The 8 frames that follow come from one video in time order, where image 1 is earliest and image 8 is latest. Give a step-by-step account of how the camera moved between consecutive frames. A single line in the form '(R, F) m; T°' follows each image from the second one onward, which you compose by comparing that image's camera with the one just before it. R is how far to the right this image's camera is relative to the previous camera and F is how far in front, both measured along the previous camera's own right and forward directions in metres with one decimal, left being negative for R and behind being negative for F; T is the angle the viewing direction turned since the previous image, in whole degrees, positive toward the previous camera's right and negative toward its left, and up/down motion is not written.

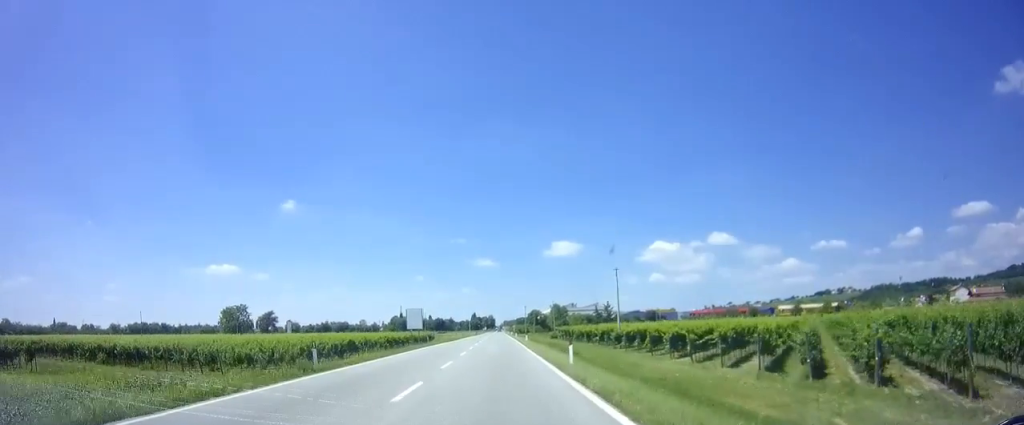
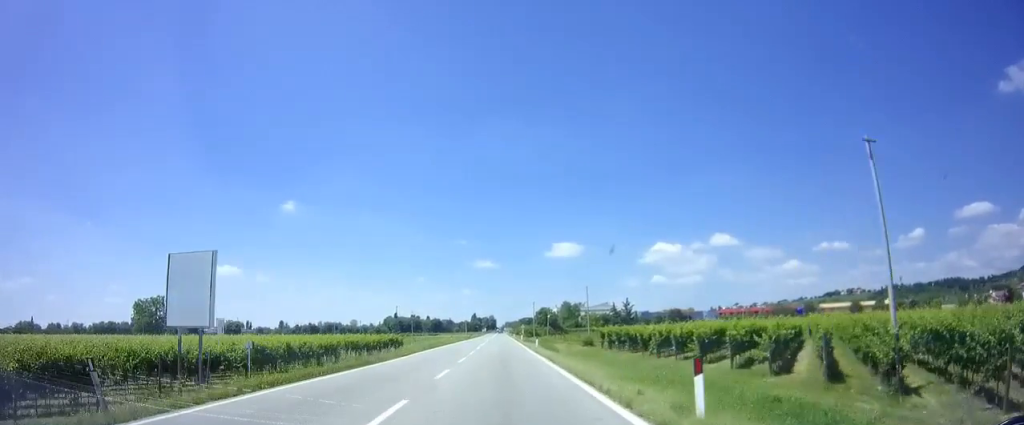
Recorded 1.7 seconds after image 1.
(-0.1, +41.3) m; 0°
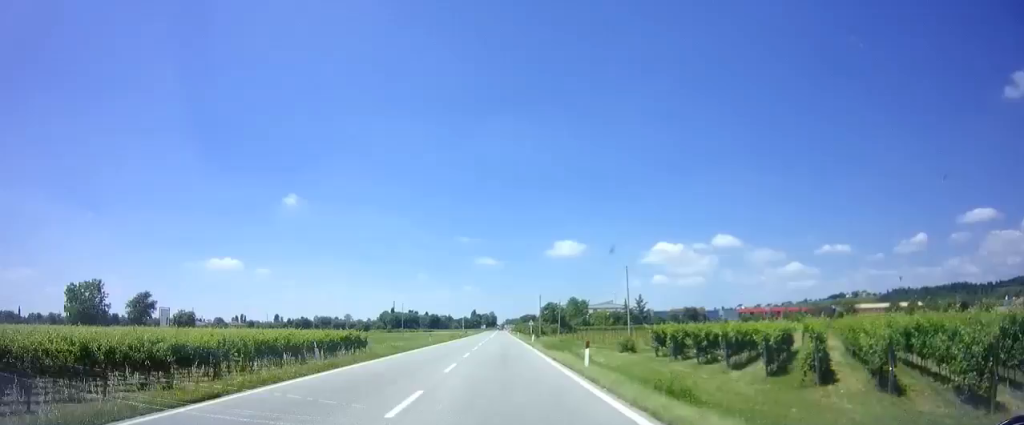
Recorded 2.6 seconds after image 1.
(+0.1, +21.4) m; 0°
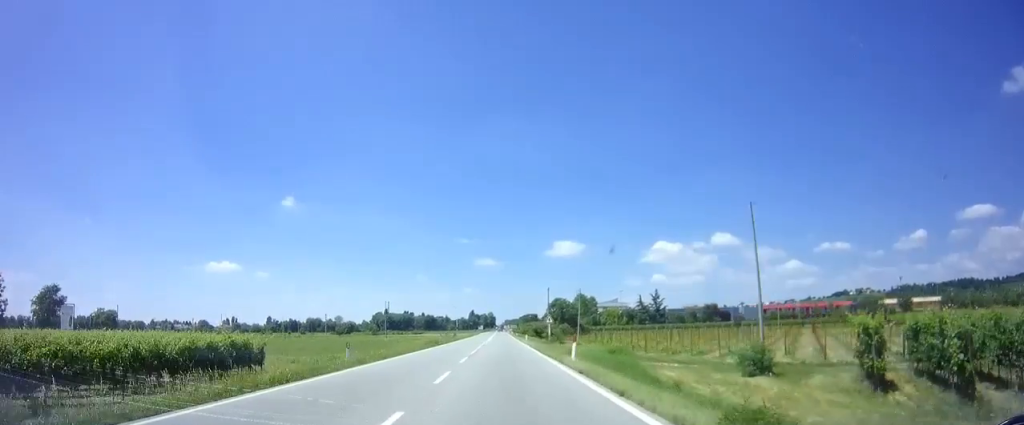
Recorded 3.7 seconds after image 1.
(0.0, +25.4) m; 0°
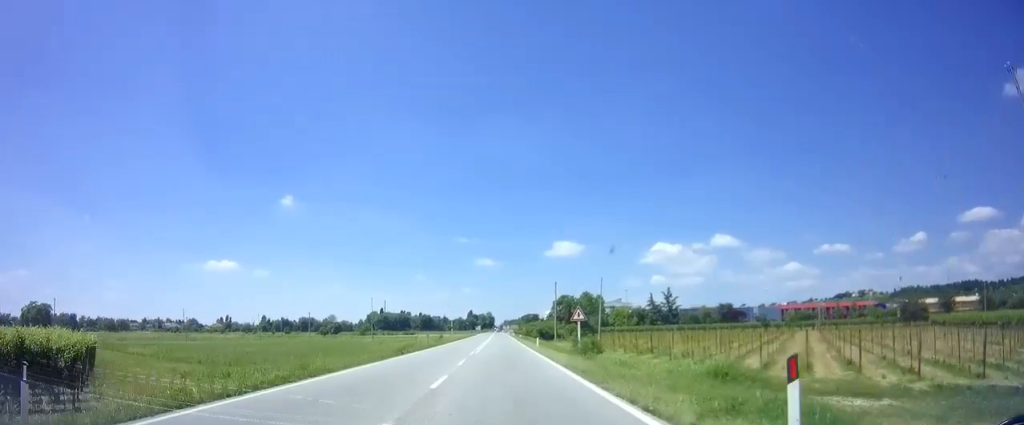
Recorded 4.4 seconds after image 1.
(0.0, +15.9) m; 0°
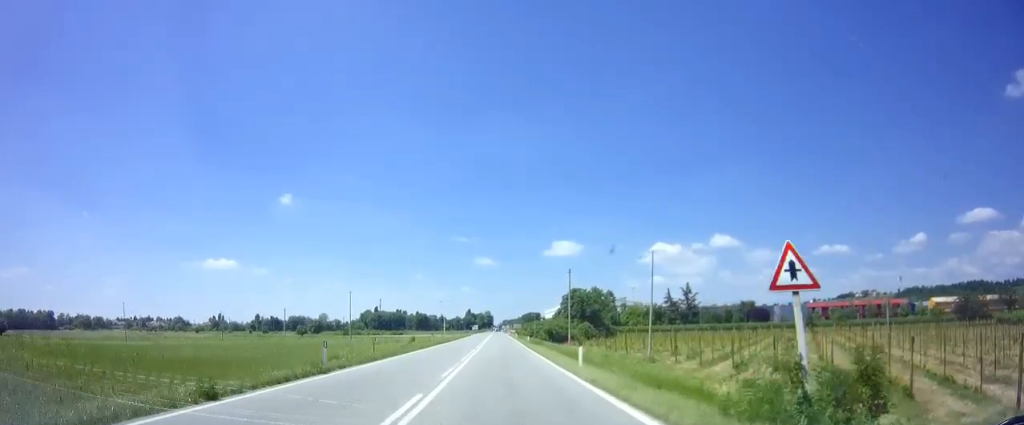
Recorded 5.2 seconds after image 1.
(0.0, +19.8) m; 0°
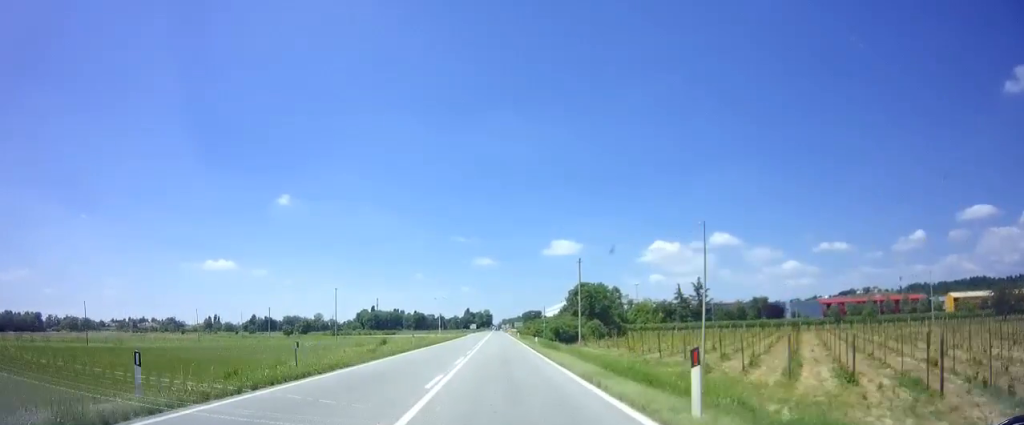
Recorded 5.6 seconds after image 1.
(0.0, +10.3) m; 0°
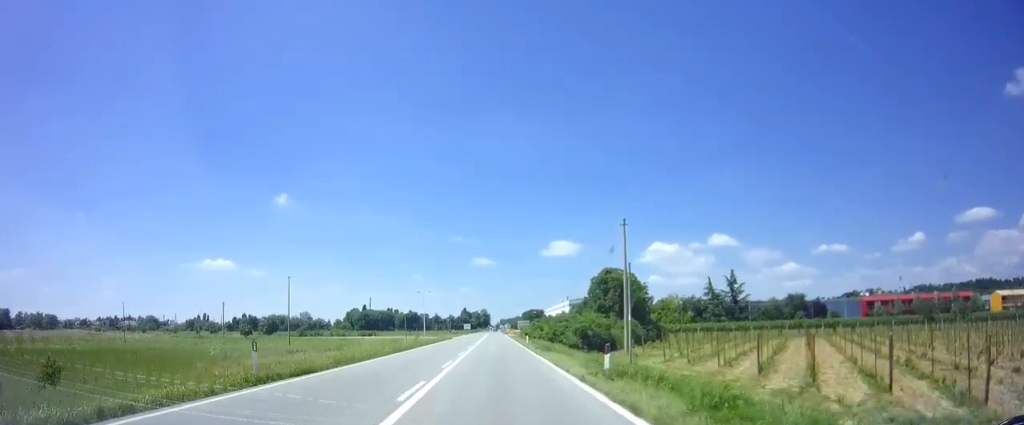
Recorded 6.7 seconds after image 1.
(+0.1, +25.4) m; 0°
